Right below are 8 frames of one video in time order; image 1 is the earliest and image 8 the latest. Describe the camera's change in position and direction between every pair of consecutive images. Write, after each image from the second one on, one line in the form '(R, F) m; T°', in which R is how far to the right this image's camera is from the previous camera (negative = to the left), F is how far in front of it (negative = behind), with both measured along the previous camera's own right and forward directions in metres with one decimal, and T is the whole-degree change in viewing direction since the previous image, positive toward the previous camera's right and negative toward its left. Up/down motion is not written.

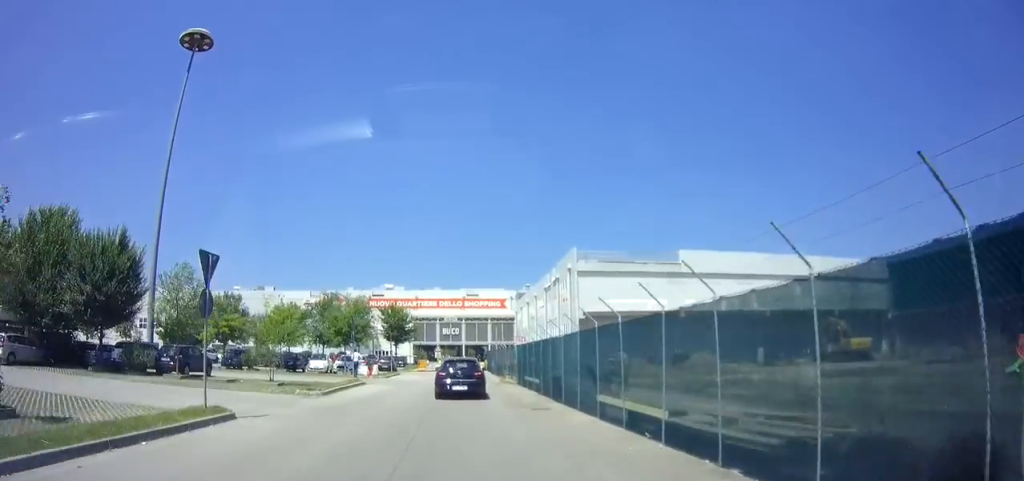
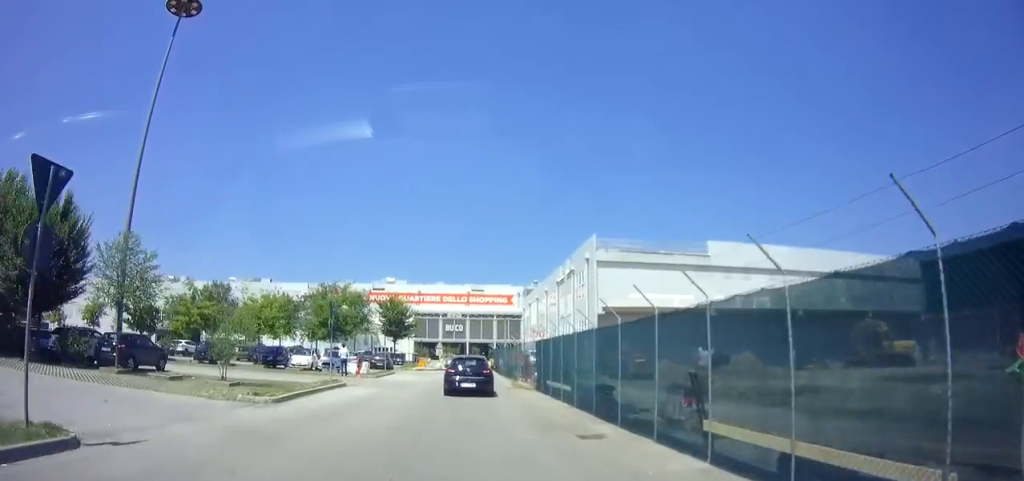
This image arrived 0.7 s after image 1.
(0.0, +5.3) m; 0°
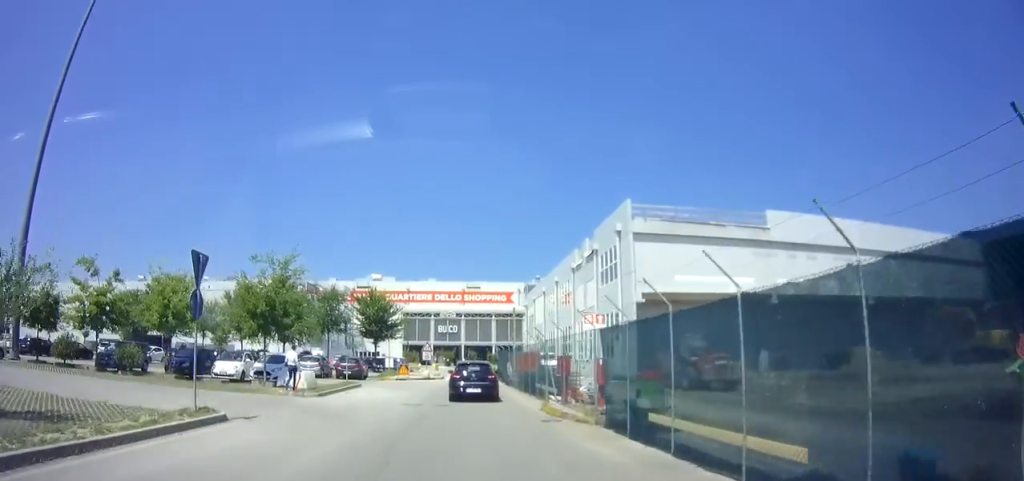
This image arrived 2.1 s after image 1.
(0.0, +10.8) m; 0°
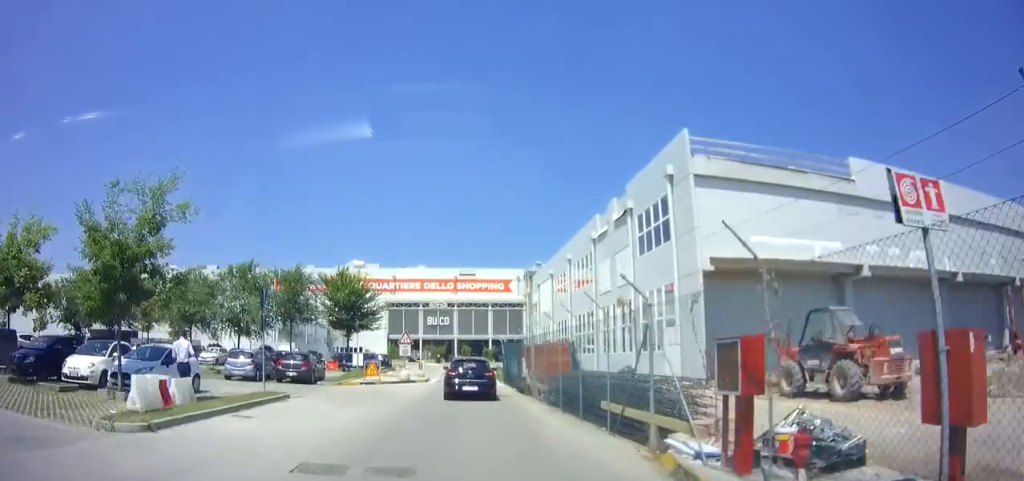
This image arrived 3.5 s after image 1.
(+0.1, +10.3) m; +1°
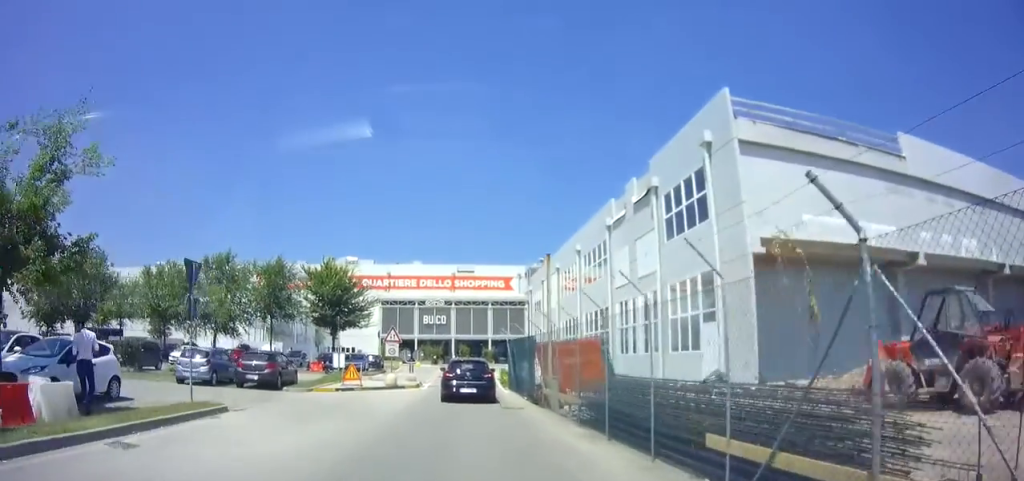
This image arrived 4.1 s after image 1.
(0.0, +4.2) m; 0°
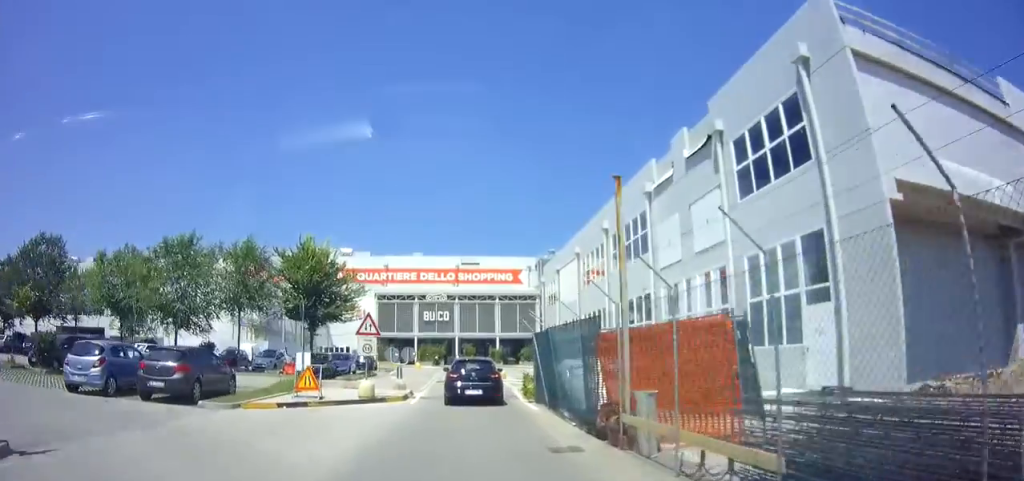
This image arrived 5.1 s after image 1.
(0.0, +6.6) m; 0°
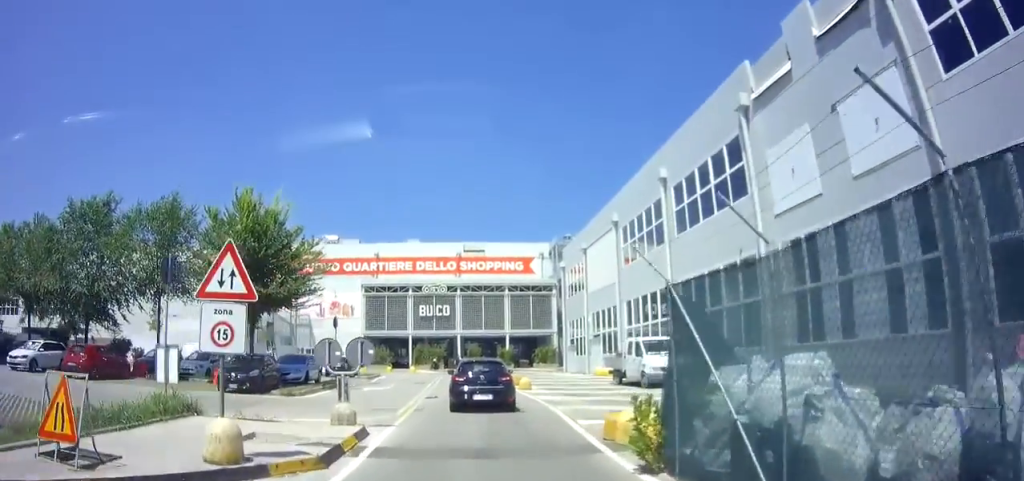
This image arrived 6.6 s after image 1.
(+0.1, +9.4) m; 0°
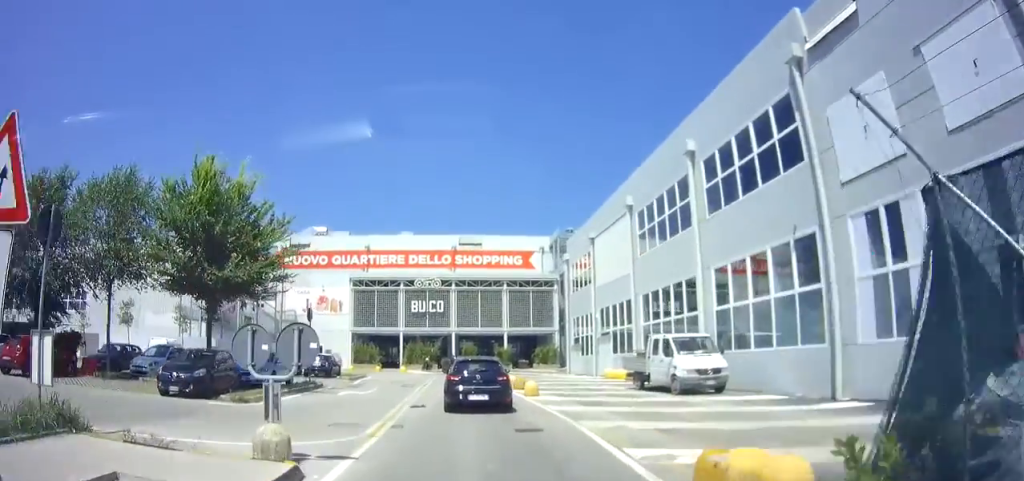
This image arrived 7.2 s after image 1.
(-0.1, +3.5) m; 0°
